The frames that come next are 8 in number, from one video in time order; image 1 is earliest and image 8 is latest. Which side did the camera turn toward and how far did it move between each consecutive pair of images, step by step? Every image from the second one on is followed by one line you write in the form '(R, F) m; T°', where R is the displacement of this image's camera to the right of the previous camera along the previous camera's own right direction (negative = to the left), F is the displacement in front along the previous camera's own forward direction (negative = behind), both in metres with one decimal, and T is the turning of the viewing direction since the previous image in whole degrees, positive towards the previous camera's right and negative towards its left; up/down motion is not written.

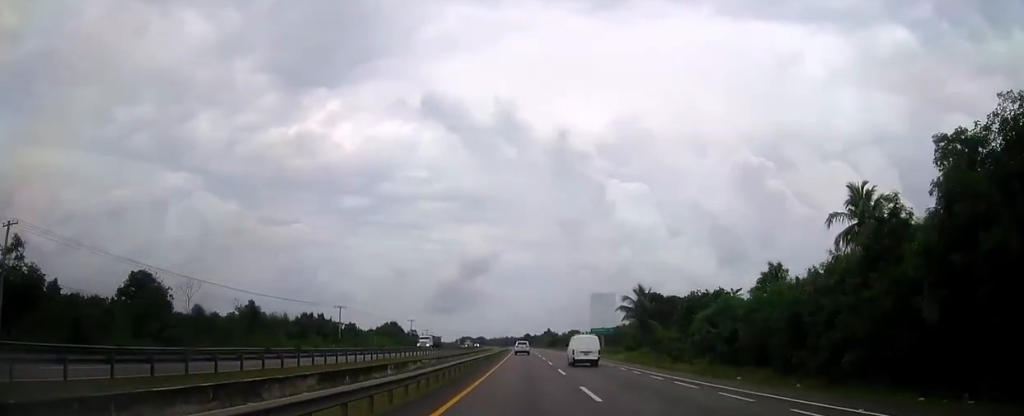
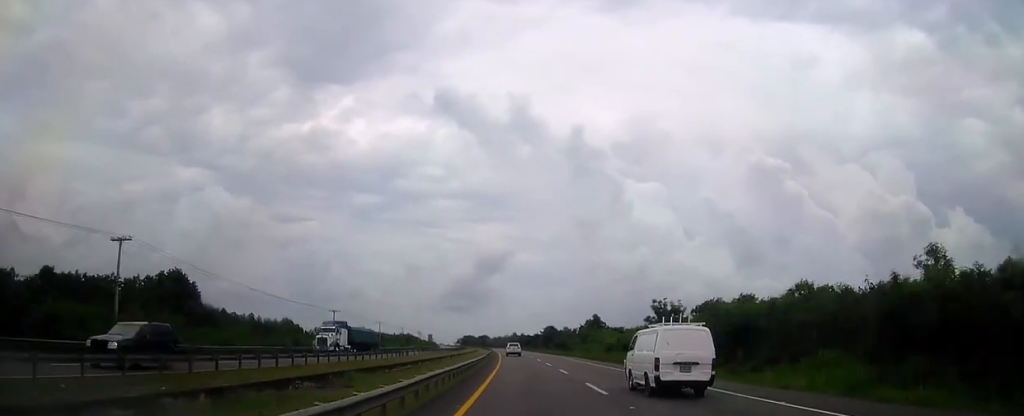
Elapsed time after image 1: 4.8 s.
(-1.8, +145.0) m; -2°
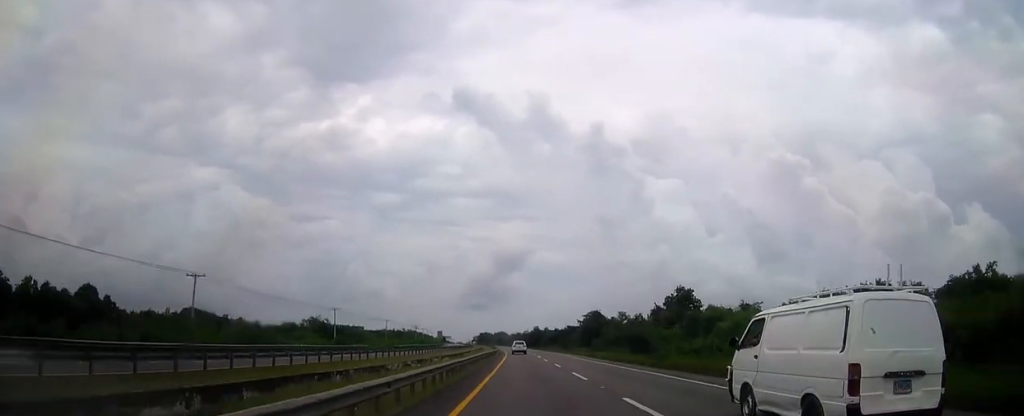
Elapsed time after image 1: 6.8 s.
(-0.6, +61.0) m; -1°
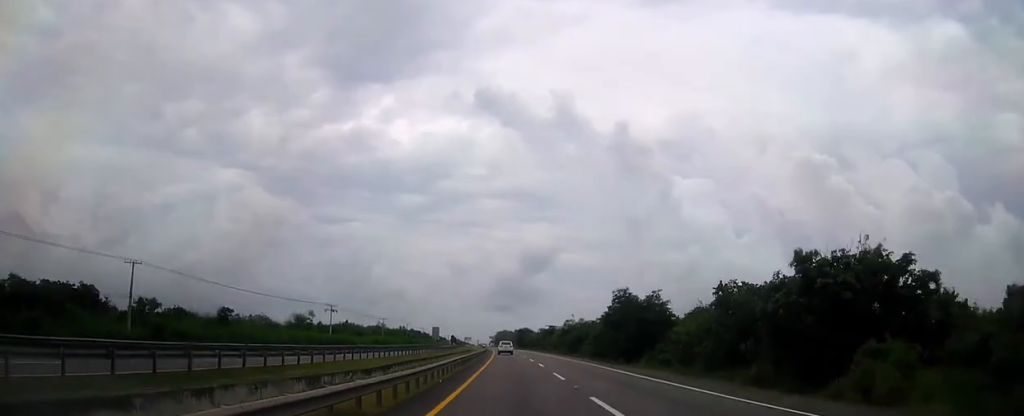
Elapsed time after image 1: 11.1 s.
(-3.3, +132.7) m; -3°
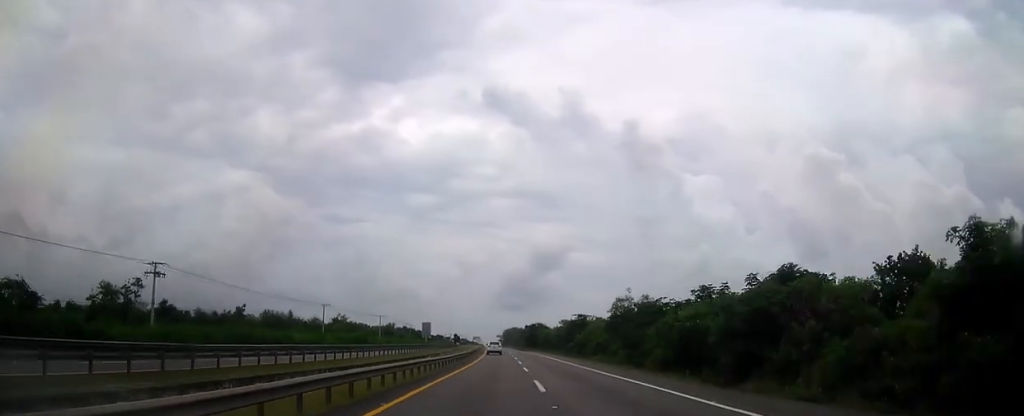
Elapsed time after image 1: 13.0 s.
(-0.4, +58.7) m; -1°
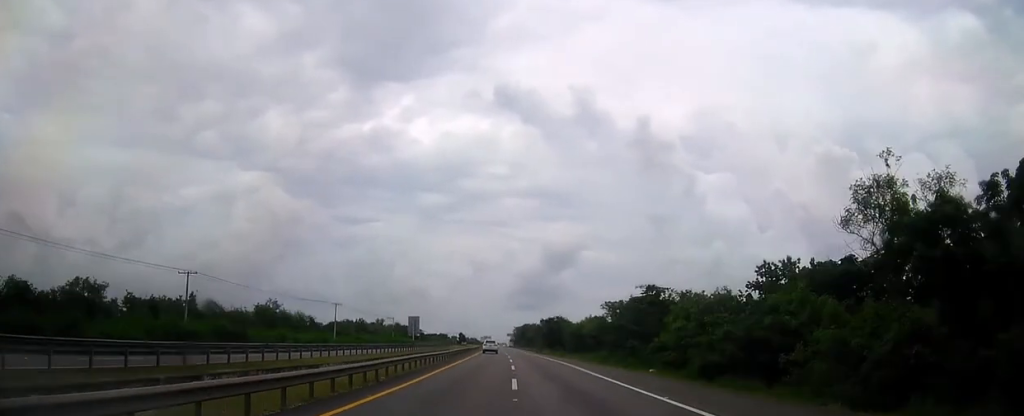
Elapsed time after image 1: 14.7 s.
(-0.7, +53.2) m; -1°
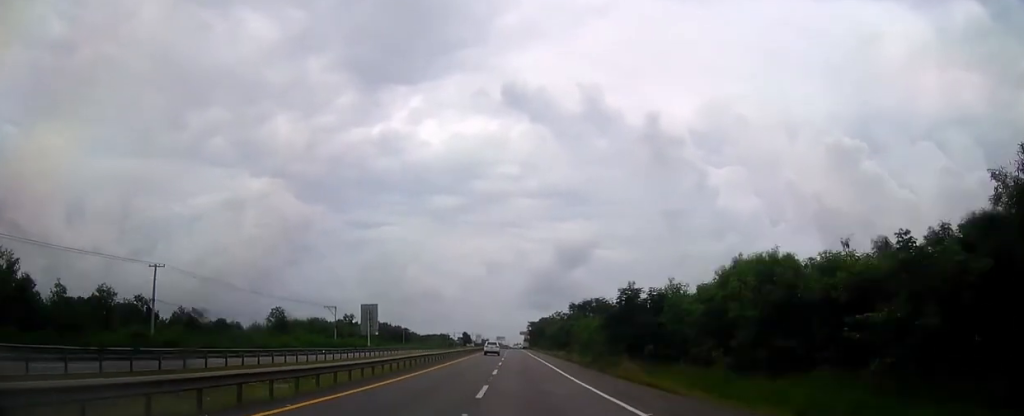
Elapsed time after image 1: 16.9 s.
(-0.9, +68.5) m; -1°
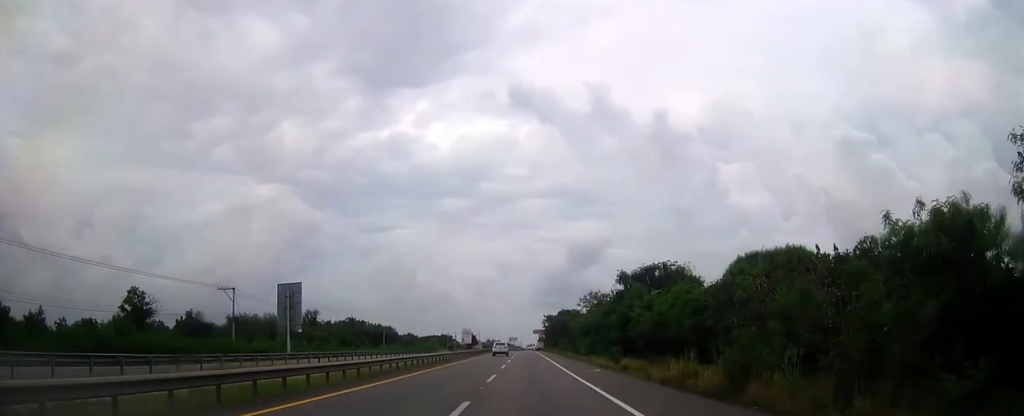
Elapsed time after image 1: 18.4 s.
(-0.3, +46.4) m; -1°
